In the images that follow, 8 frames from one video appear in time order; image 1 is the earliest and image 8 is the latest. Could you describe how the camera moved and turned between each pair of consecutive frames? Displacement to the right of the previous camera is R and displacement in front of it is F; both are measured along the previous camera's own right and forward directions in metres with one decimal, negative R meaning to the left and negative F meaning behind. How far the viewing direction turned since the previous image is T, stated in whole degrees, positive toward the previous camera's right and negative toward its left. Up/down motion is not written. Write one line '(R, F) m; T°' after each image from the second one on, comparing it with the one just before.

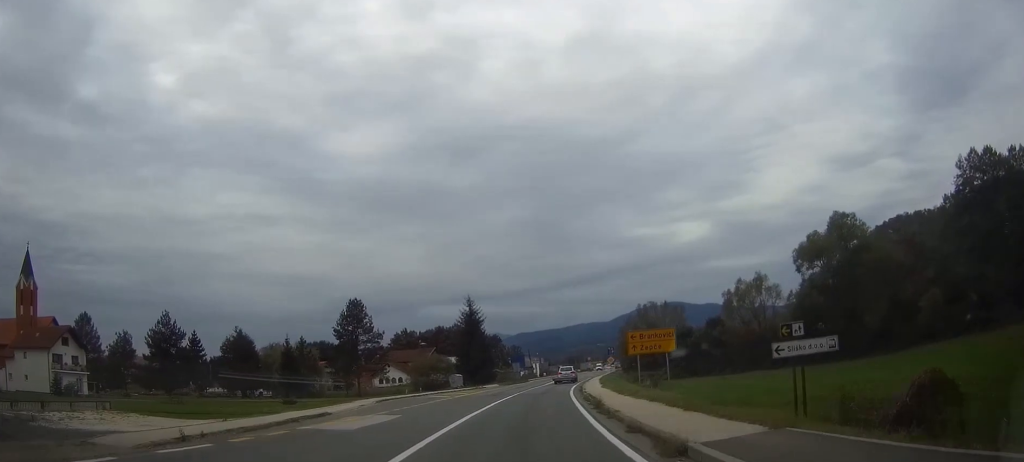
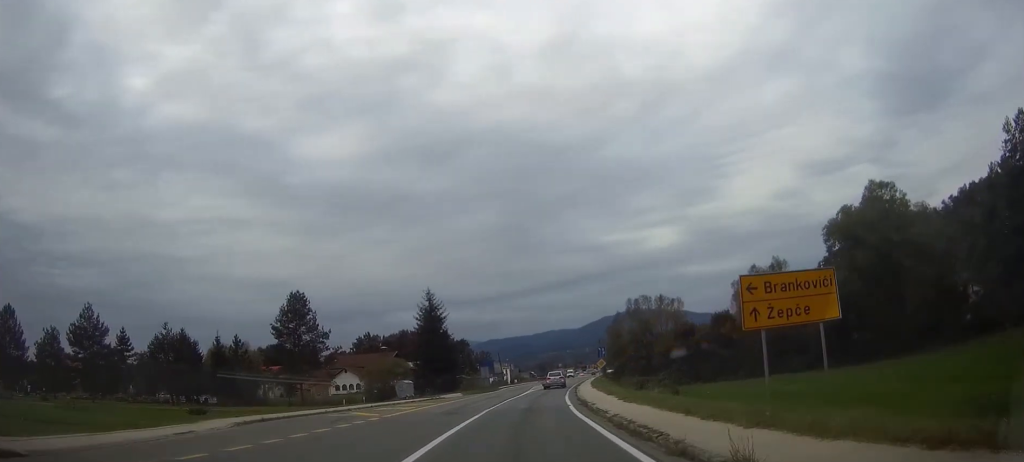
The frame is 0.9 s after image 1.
(+0.4, +15.5) m; +2°
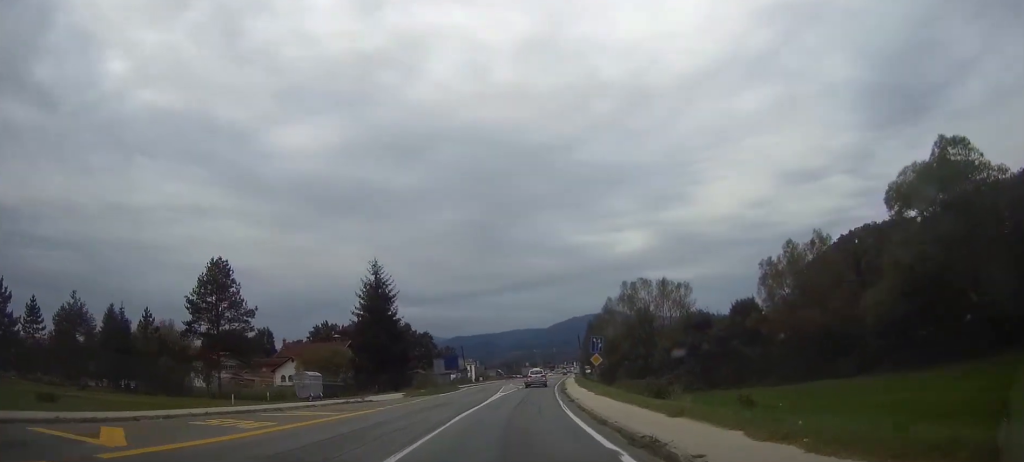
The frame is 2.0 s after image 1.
(+0.4, +17.8) m; +2°
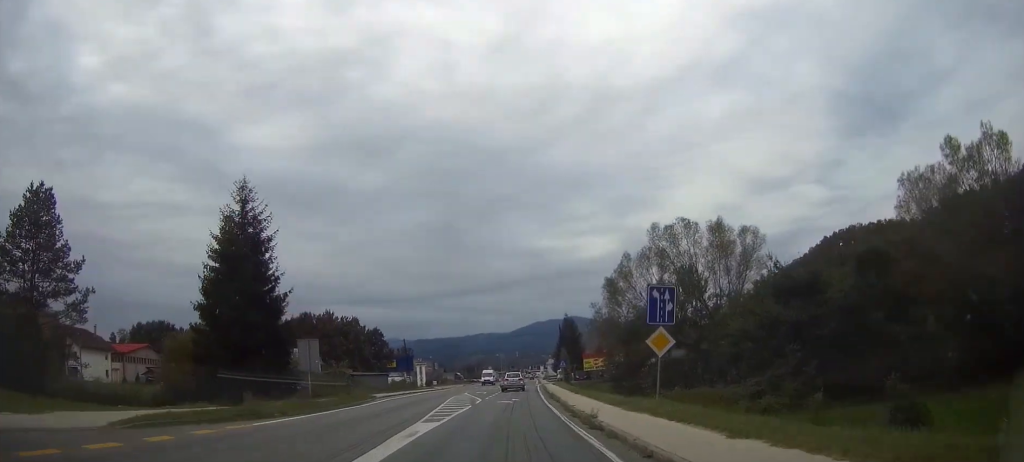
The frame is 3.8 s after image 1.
(+0.8, +29.4) m; +3°
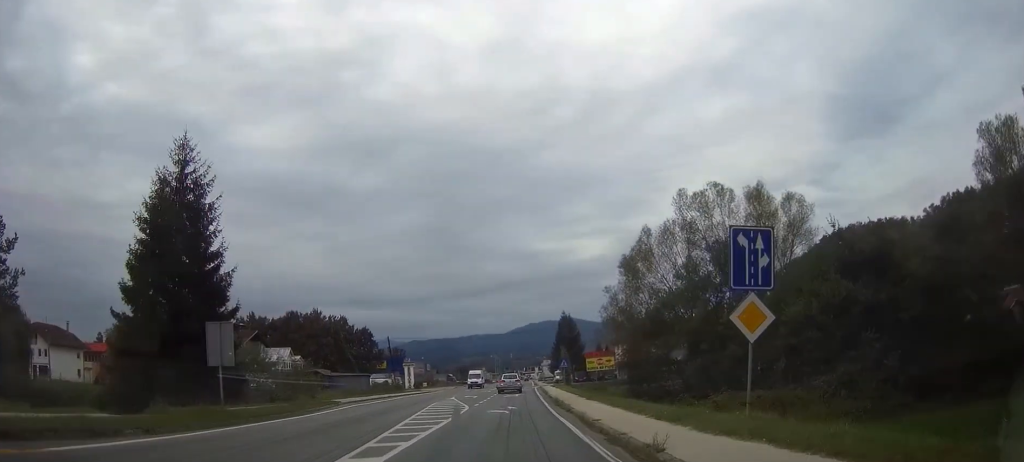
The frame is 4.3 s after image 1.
(0.0, +8.3) m; +1°
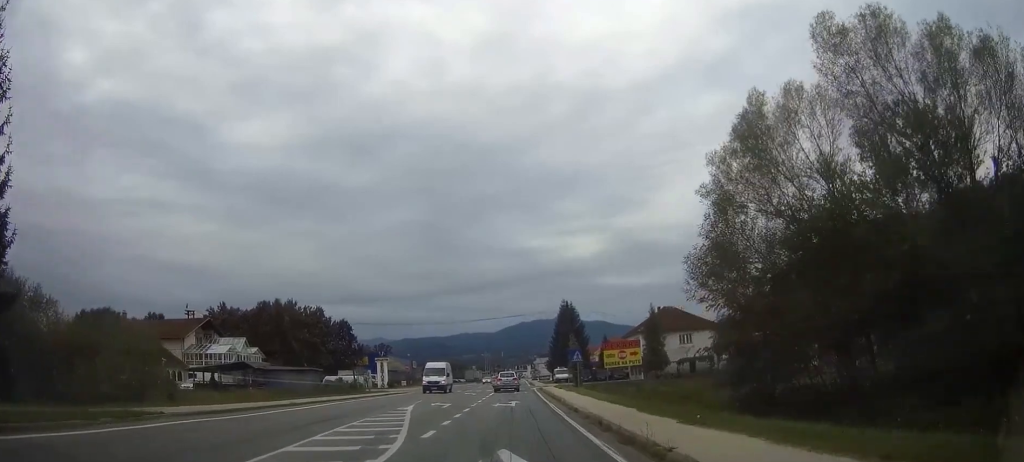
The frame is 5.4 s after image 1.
(+0.2, +18.5) m; +1°
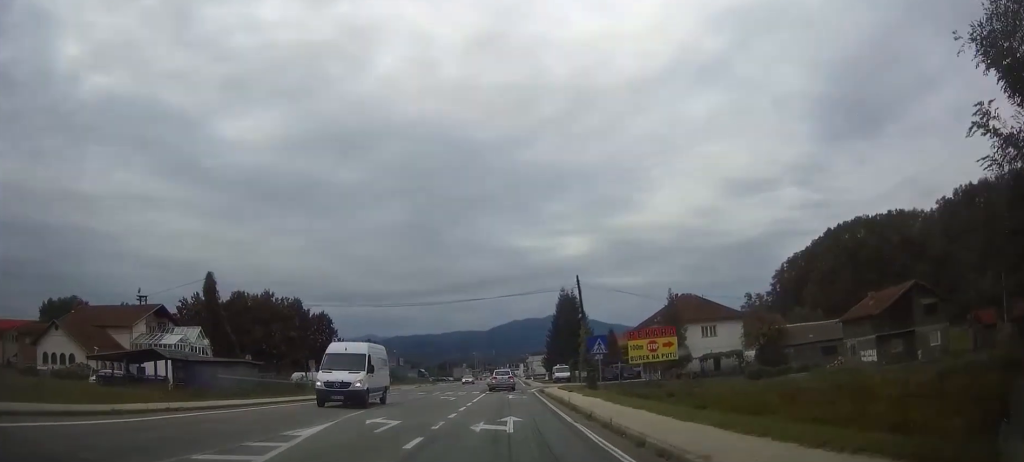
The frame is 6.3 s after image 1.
(0.0, +13.9) m; 0°
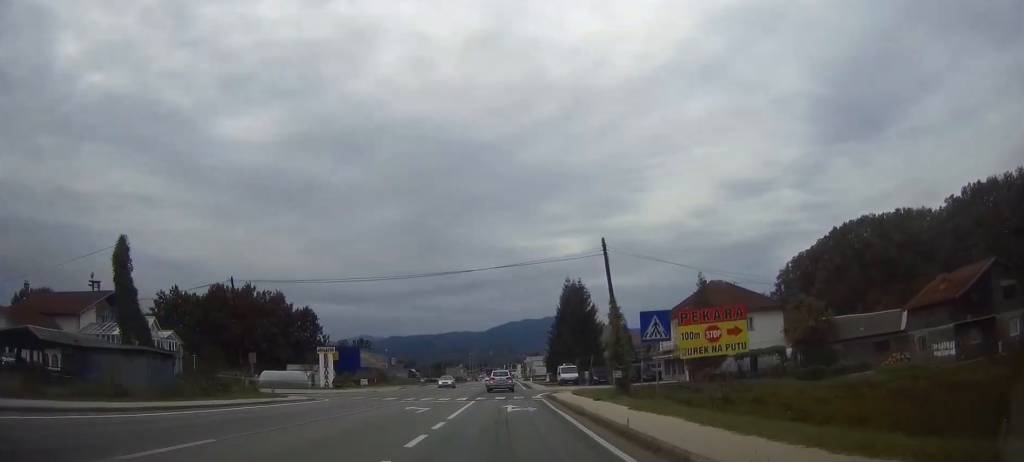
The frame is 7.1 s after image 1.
(0.0, +12.7) m; 0°
